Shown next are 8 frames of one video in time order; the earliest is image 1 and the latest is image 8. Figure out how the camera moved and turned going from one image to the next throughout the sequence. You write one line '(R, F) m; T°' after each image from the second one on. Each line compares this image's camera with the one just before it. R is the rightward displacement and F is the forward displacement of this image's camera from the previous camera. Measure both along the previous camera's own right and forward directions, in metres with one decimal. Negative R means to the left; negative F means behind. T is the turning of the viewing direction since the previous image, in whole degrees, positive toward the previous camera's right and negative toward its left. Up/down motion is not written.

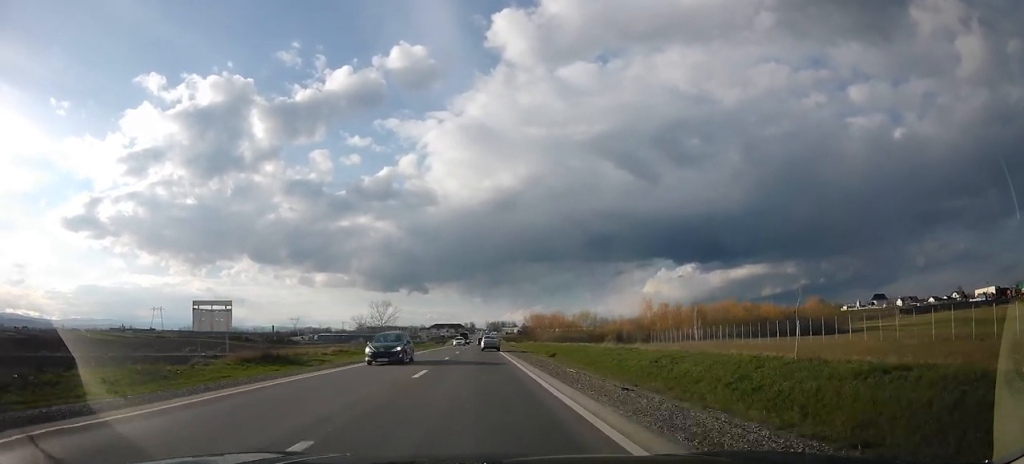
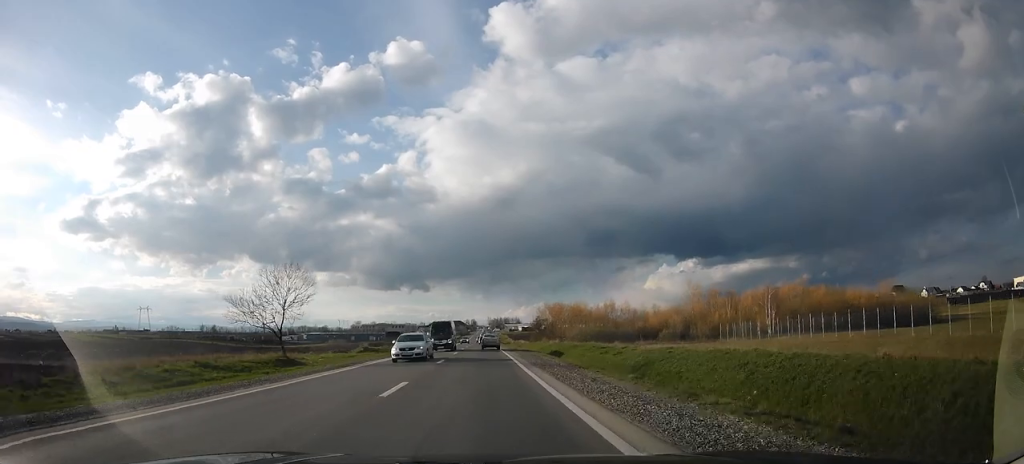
(+0.5, +28.7) m; +2°
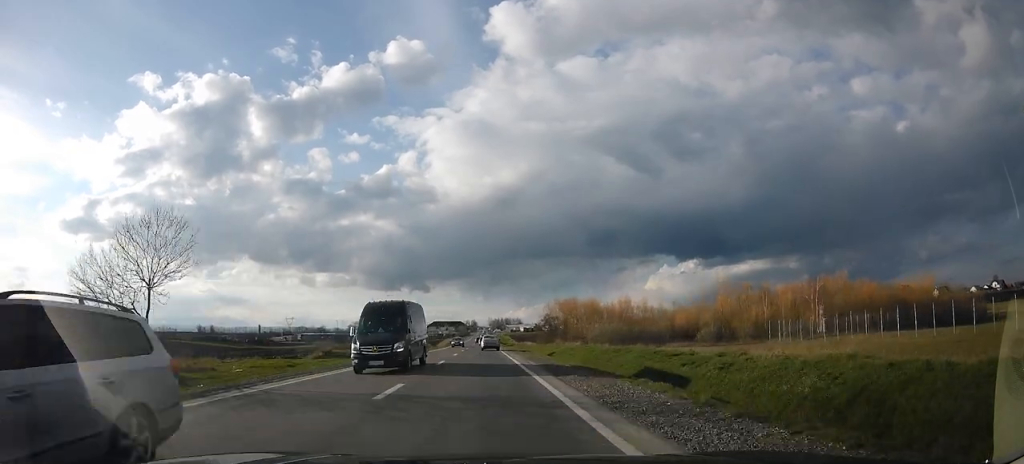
(0.0, +12.7) m; -1°
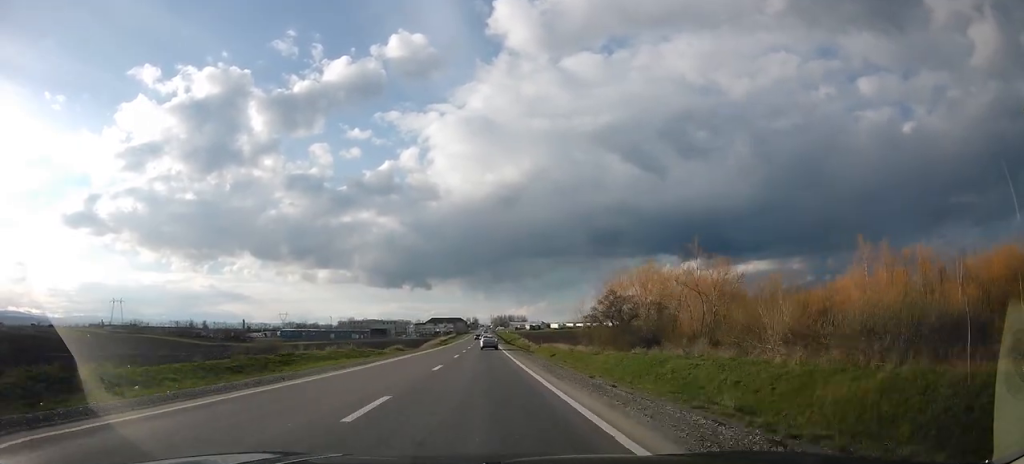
(-1.4, +39.7) m; -3°
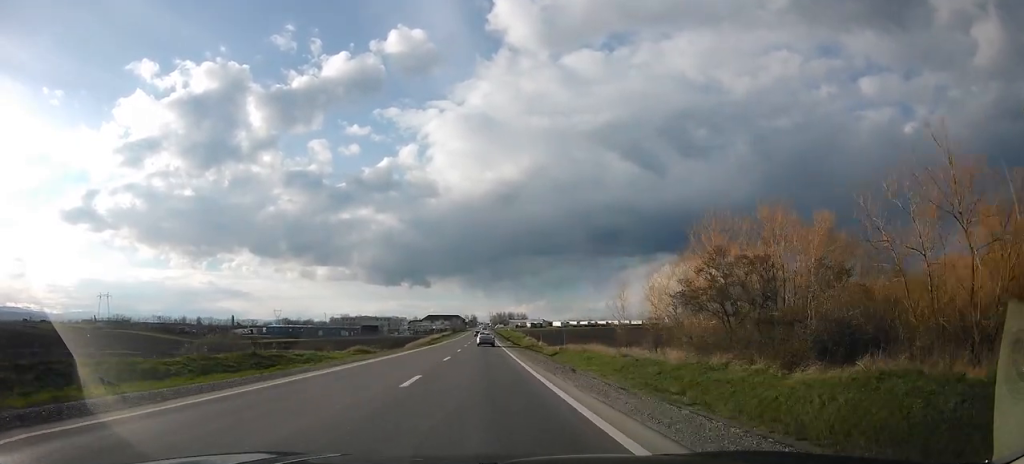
(+0.1, +20.2) m; +1°
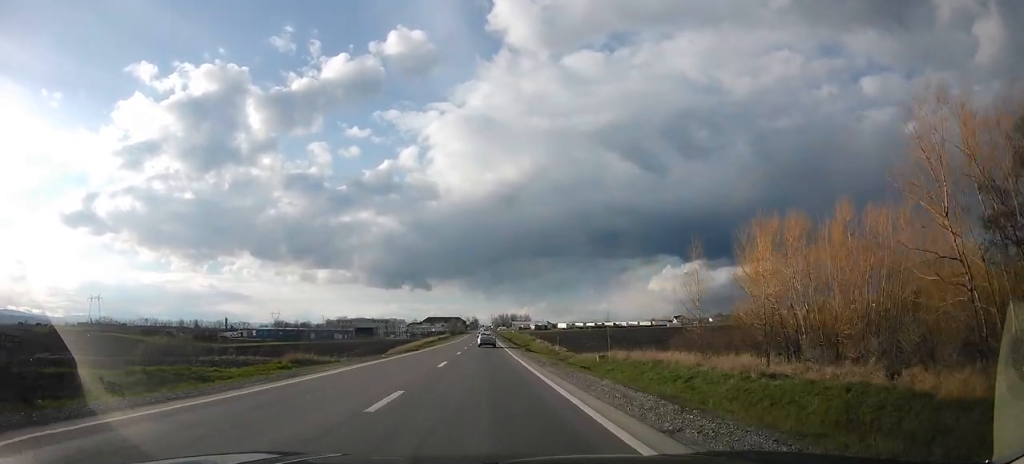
(+0.7, +16.5) m; 0°
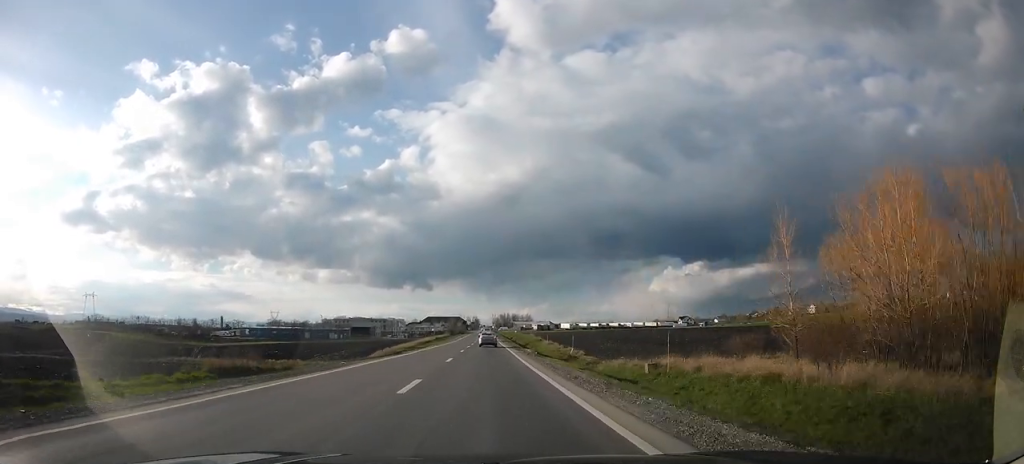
(-0.4, +9.6) m; -1°
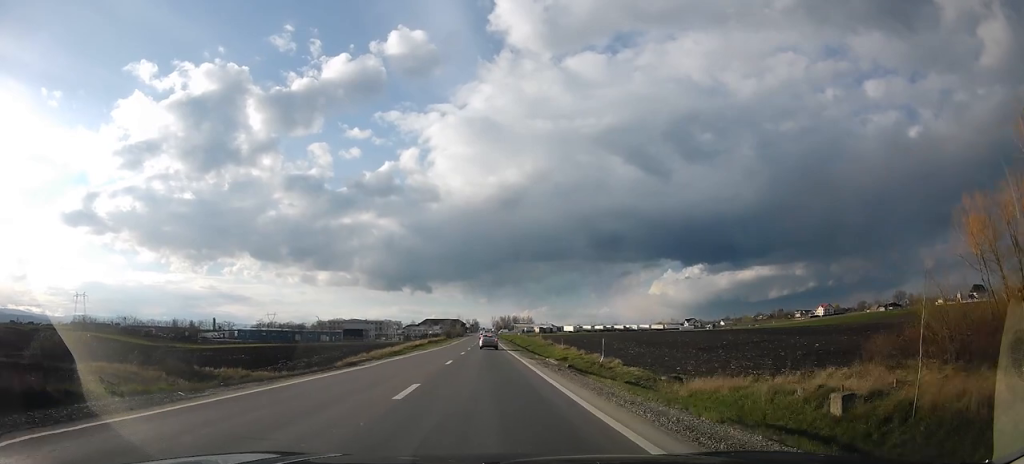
(-0.3, +13.0) m; -1°
